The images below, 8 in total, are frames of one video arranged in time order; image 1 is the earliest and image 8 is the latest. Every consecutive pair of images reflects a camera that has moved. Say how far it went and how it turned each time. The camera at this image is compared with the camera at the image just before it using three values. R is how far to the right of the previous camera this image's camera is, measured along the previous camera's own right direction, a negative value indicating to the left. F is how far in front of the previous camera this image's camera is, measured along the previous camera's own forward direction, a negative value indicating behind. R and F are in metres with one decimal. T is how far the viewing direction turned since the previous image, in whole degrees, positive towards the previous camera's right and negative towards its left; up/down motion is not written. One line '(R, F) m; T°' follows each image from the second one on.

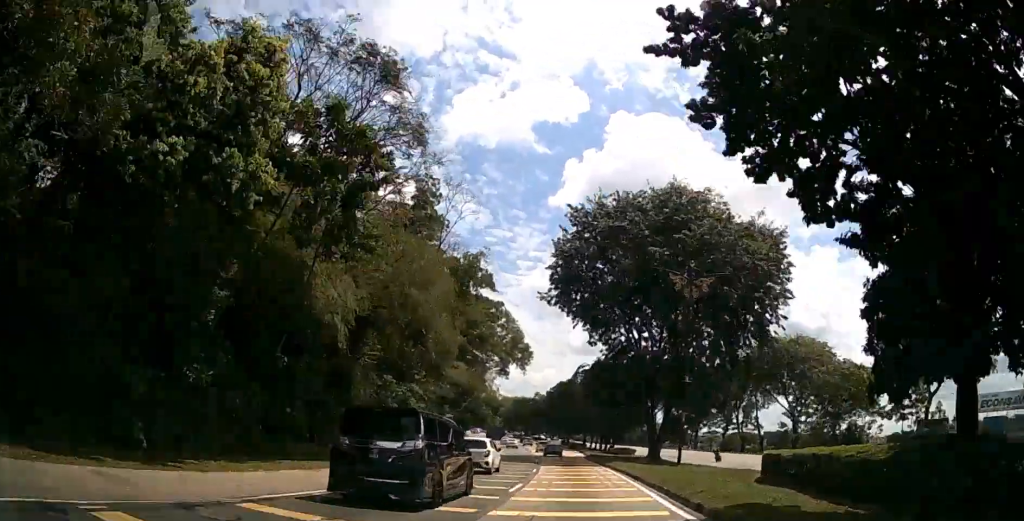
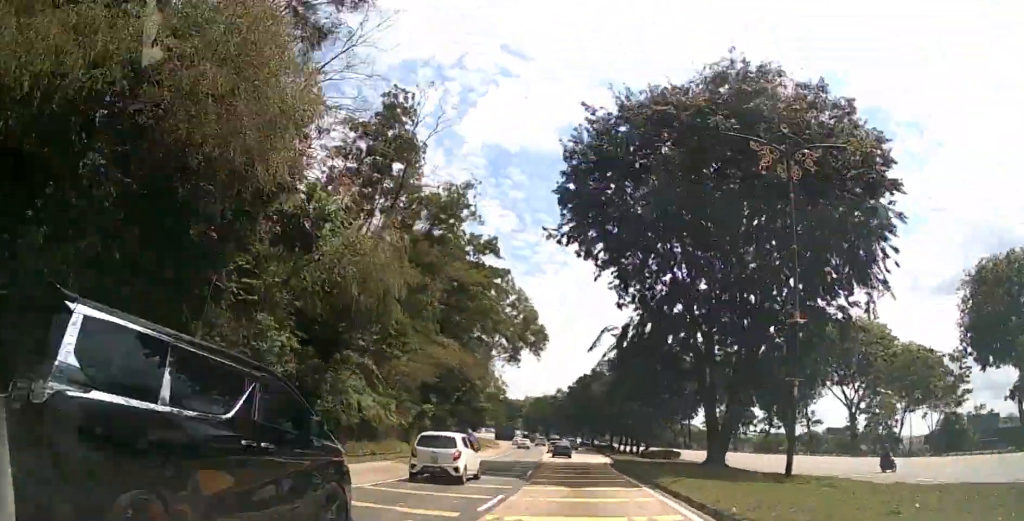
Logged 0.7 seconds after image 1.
(0.0, +15.7) m; -2°
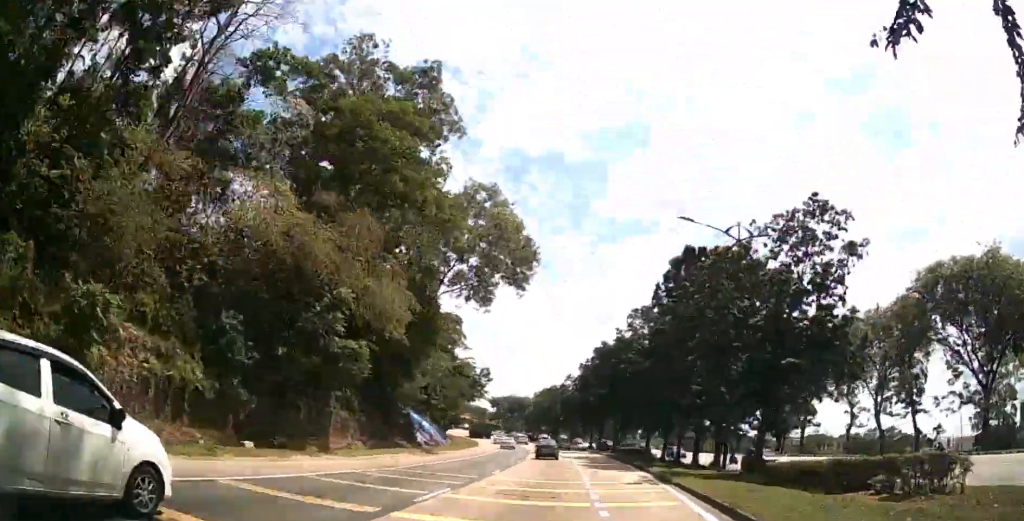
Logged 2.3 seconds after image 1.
(-1.5, +34.9) m; -4°
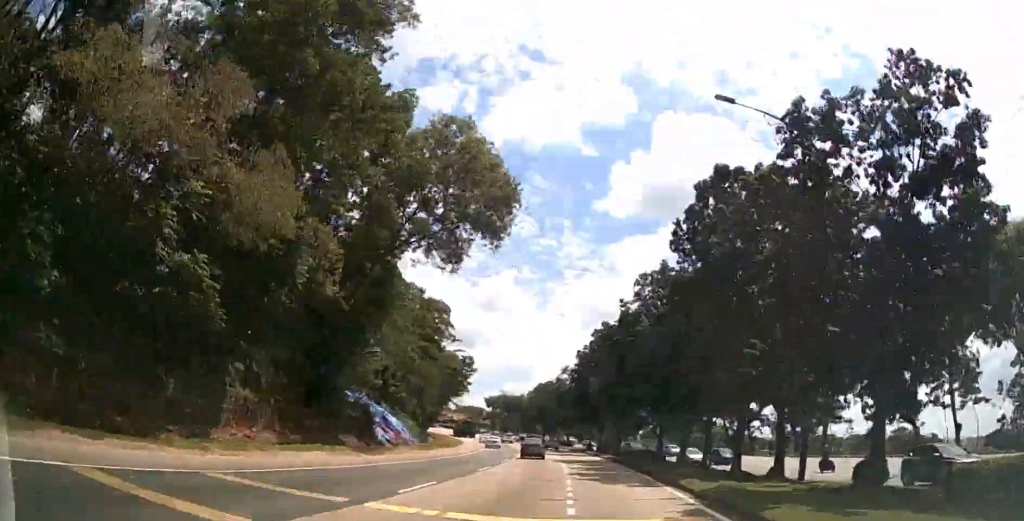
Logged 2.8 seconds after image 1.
(0.0, +10.4) m; -1°
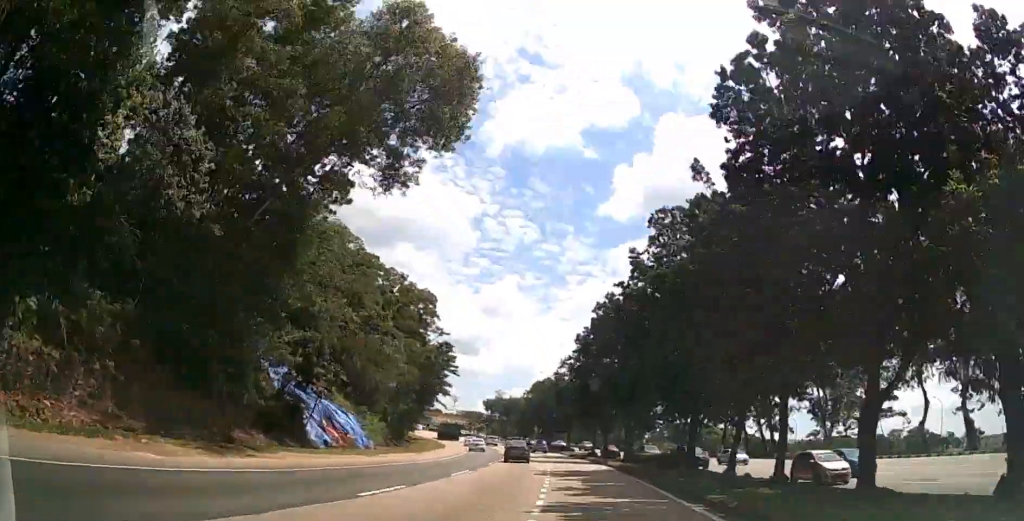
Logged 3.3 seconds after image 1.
(0.0, +12.1) m; -1°
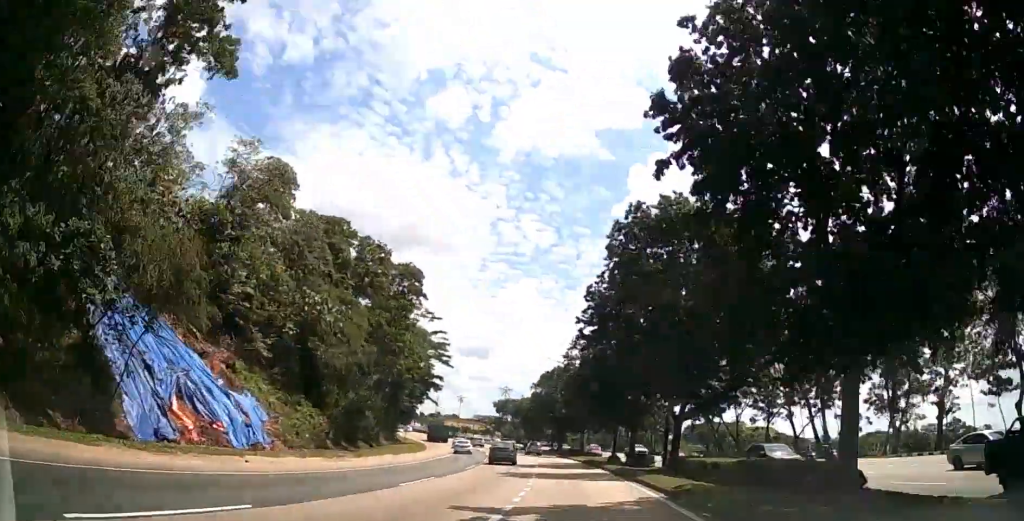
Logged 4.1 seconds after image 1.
(-0.2, +17.1) m; -2°
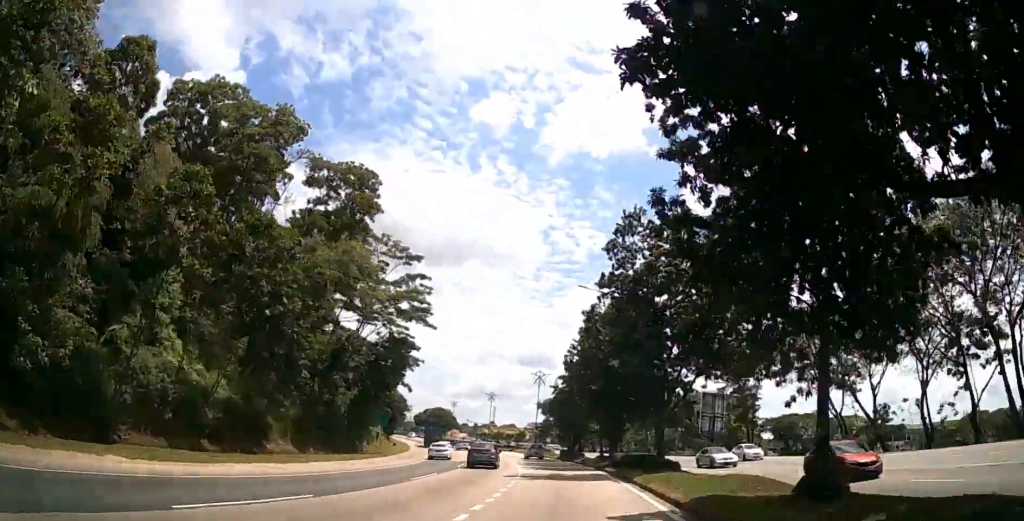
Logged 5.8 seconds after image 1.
(-1.5, +35.4) m; -5°
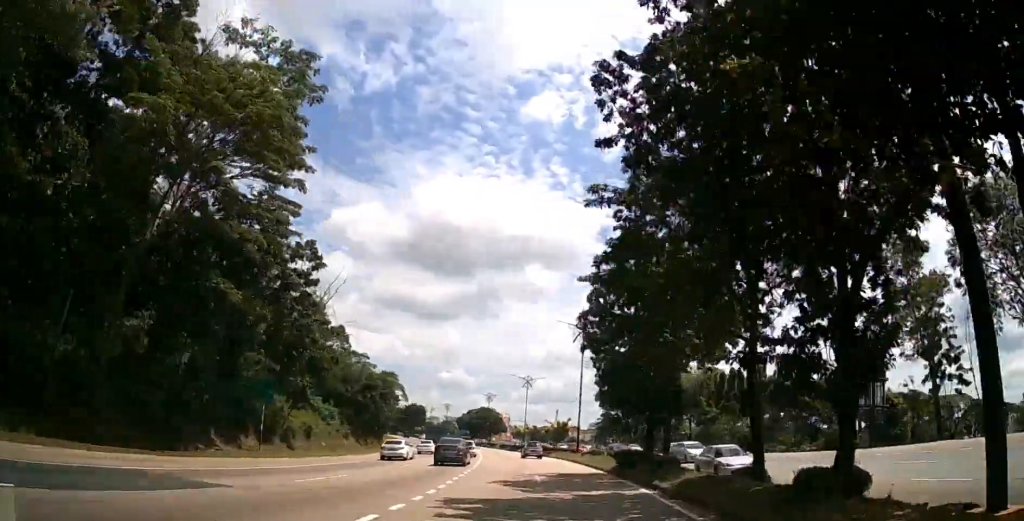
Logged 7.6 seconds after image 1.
(-1.4, +35.9) m; -5°
